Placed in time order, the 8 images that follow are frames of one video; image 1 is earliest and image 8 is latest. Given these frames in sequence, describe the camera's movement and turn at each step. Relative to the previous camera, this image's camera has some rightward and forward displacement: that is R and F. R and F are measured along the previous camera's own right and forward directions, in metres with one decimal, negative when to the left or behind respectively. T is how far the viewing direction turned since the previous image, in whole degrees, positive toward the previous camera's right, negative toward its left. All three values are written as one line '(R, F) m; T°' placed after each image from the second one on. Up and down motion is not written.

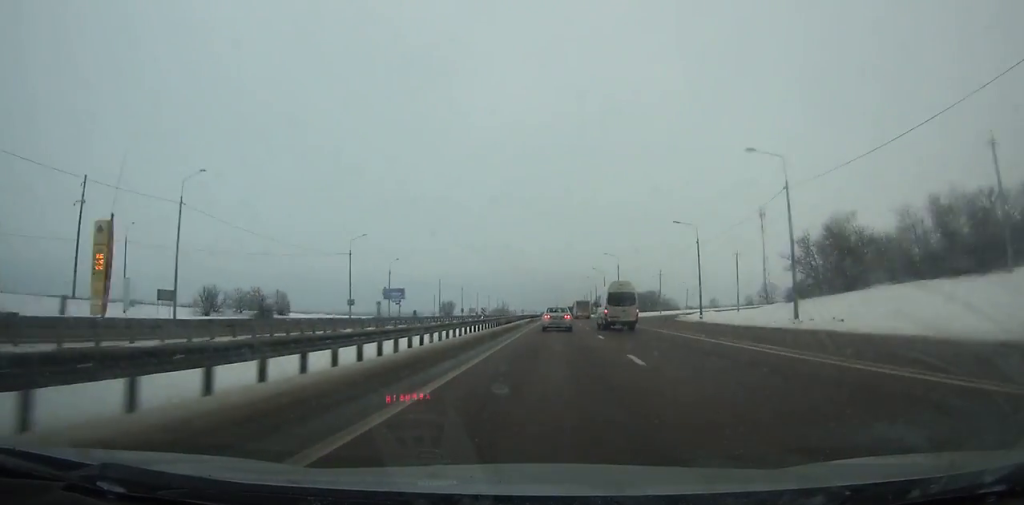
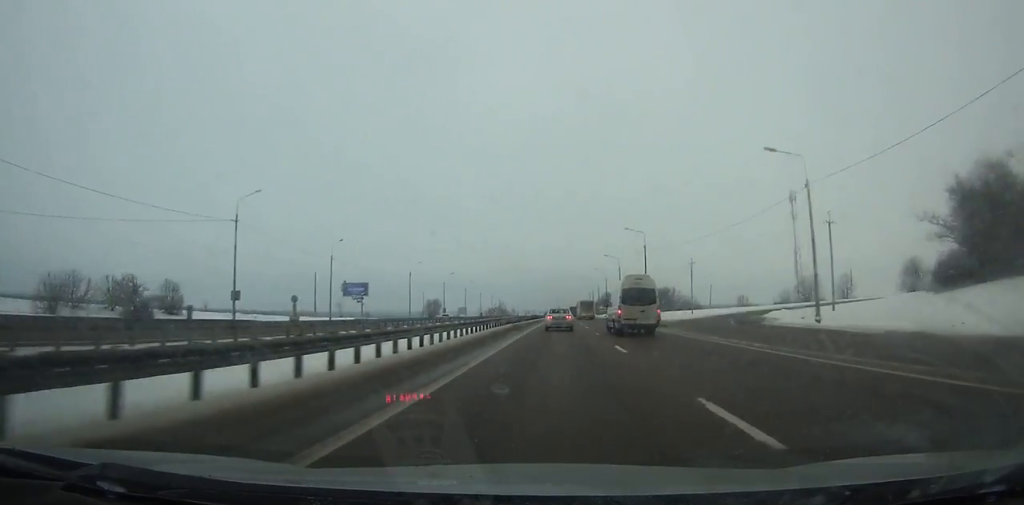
(0.0, +32.7) m; 0°
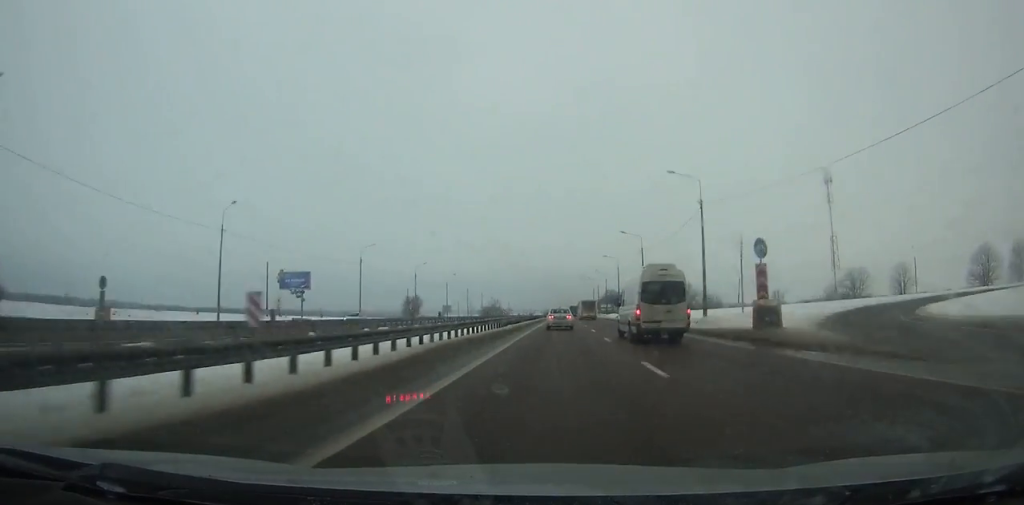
(-0.1, +30.1) m; 0°
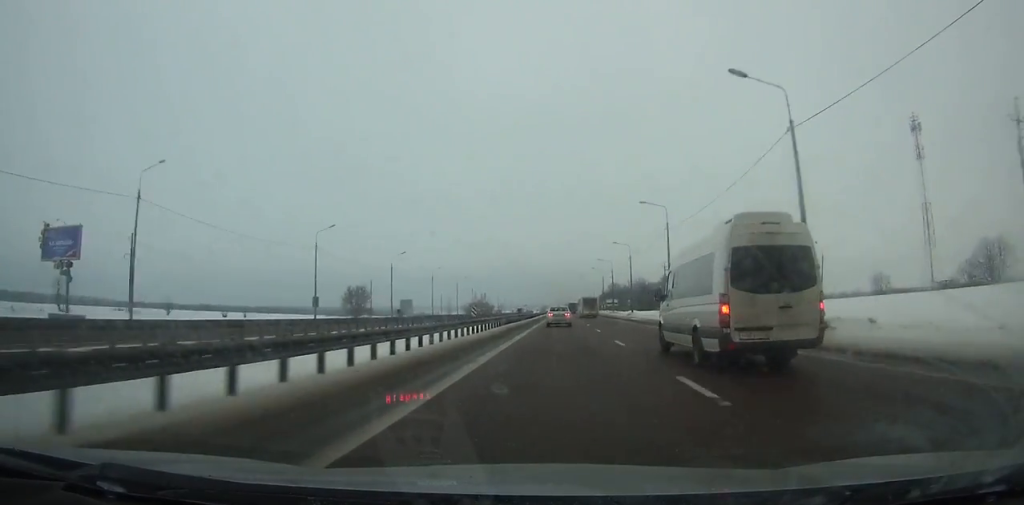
(+0.1, +50.7) m; 0°
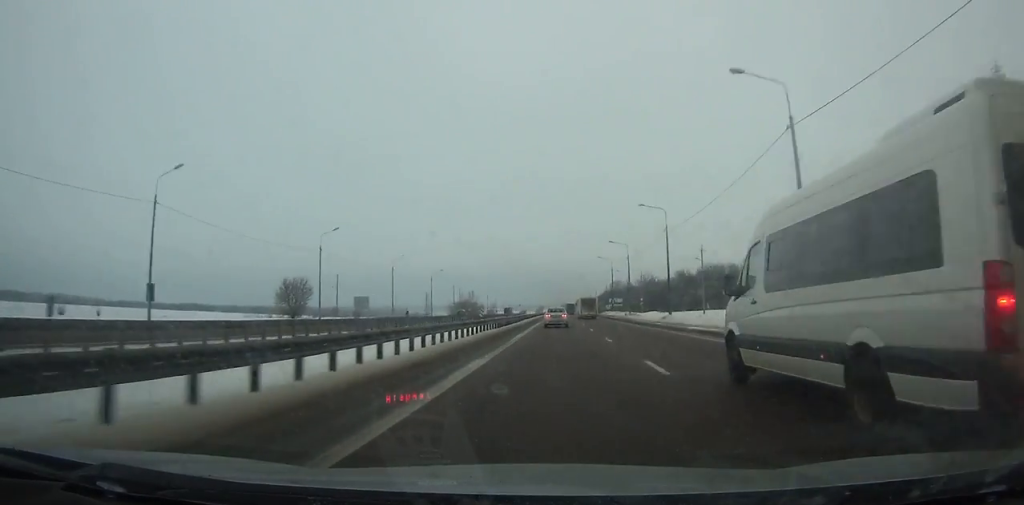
(+0.1, +33.0) m; 0°
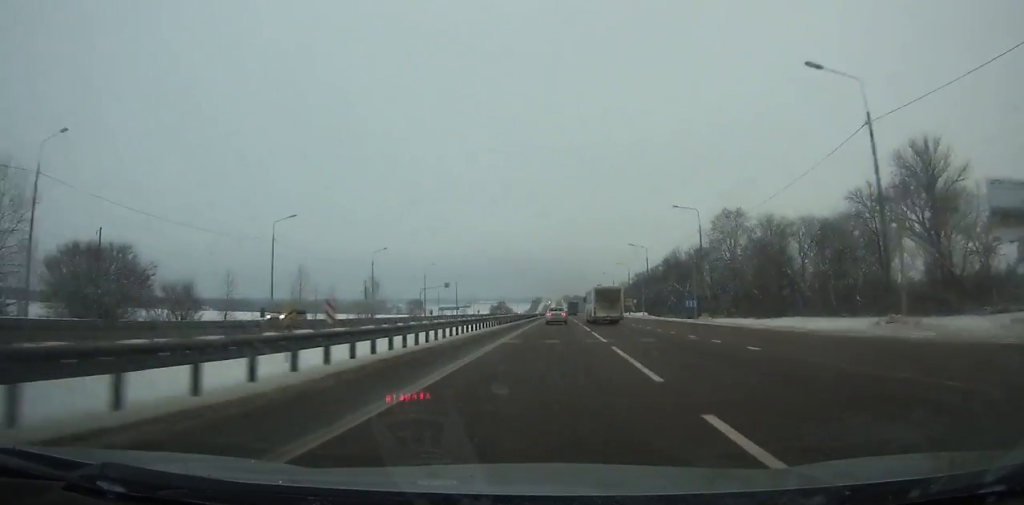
(-0.7, +237.5) m; 0°
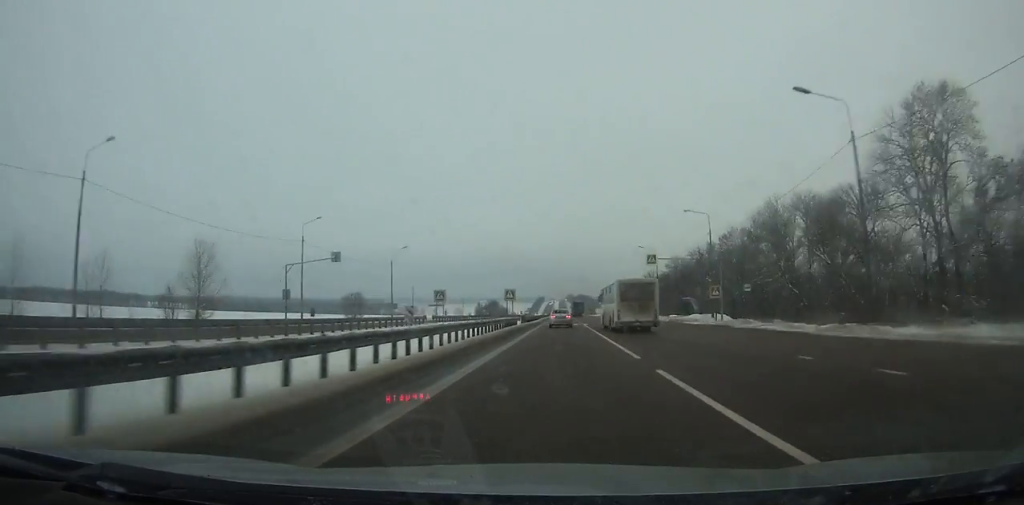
(-0.1, +67.4) m; 0°
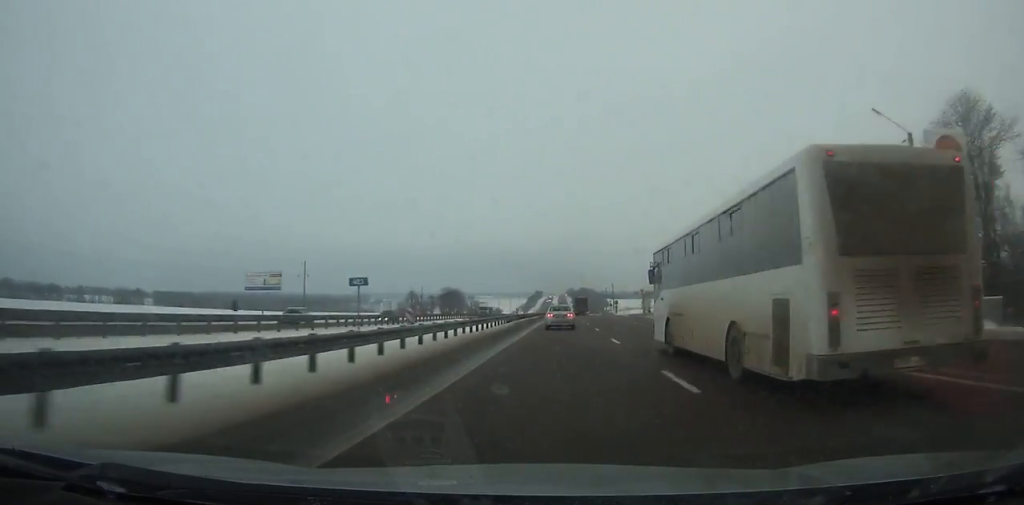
(-0.2, +116.4) m; 0°
